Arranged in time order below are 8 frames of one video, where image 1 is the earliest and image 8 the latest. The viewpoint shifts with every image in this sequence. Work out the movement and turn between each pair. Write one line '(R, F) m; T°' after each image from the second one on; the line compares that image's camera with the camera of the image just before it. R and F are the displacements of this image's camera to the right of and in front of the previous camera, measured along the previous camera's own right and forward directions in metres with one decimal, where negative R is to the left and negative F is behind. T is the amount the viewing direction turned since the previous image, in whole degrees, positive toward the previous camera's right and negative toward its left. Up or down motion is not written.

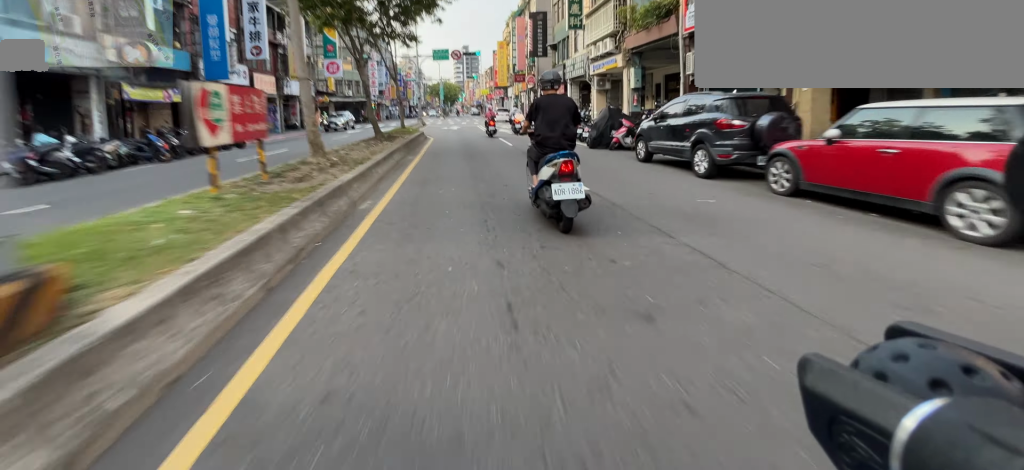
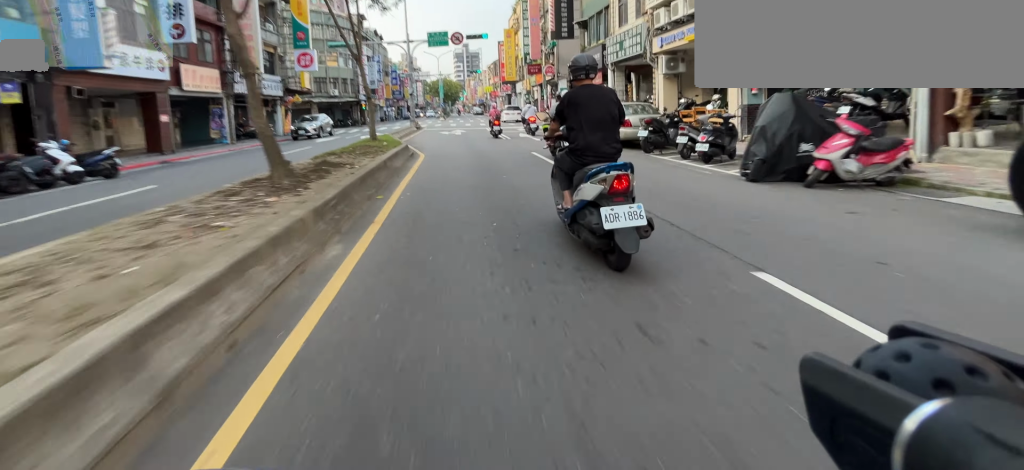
(0.0, +8.2) m; 0°
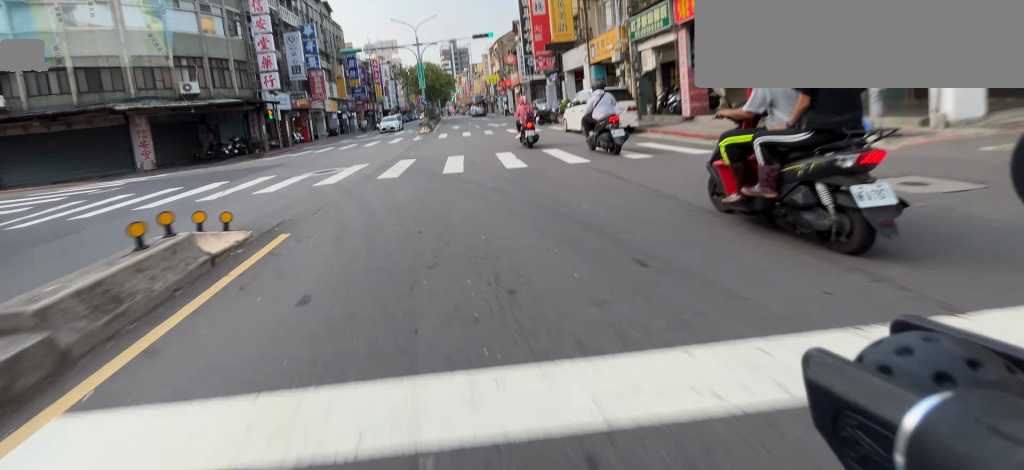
(0.0, +27.0) m; 0°
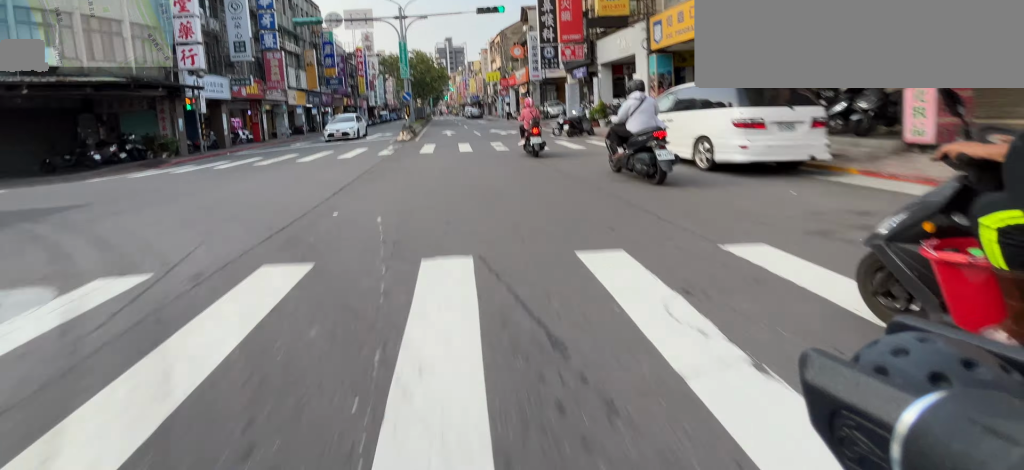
(0.0, +8.0) m; 0°
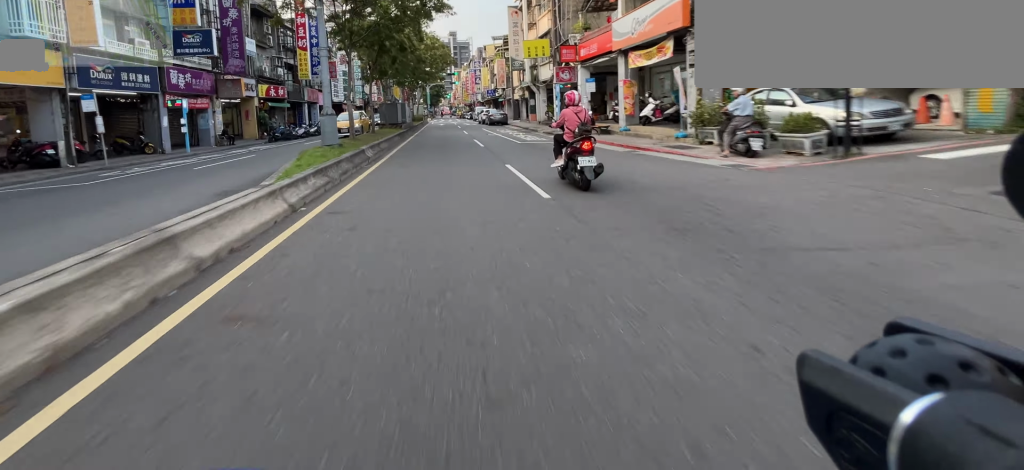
(0.0, +25.8) m; 0°
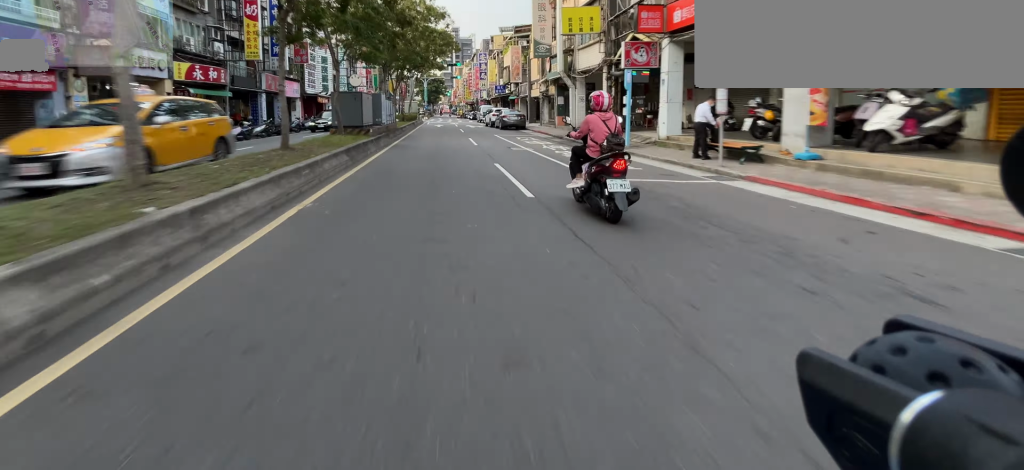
(0.0, +9.8) m; 0°
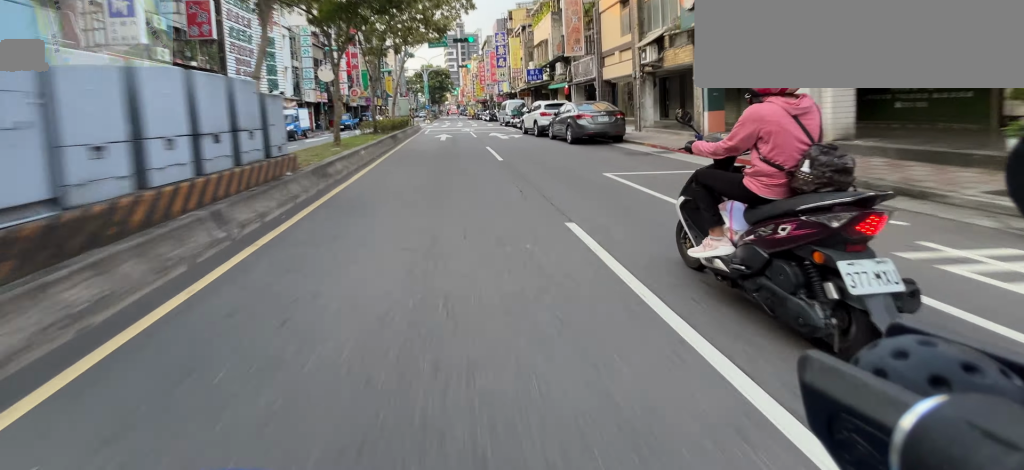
(+0.1, +15.6) m; 0°
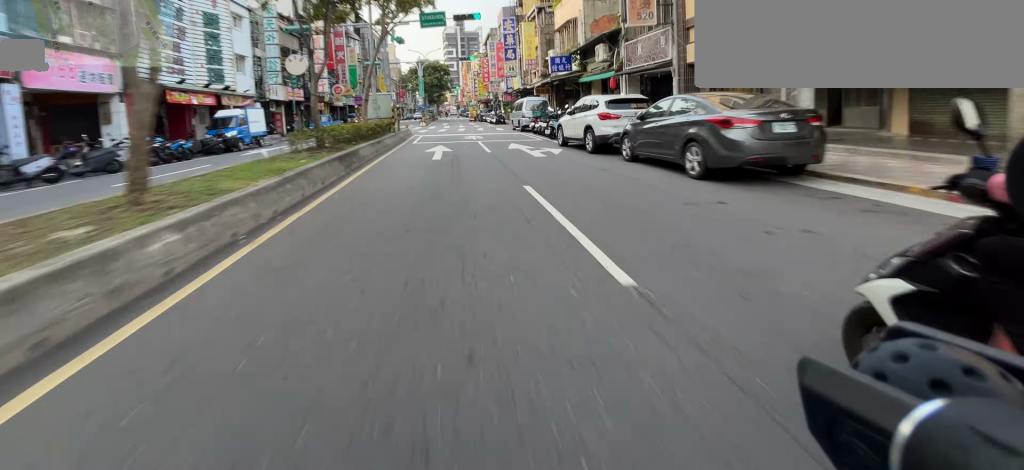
(0.0, +7.6) m; 0°
